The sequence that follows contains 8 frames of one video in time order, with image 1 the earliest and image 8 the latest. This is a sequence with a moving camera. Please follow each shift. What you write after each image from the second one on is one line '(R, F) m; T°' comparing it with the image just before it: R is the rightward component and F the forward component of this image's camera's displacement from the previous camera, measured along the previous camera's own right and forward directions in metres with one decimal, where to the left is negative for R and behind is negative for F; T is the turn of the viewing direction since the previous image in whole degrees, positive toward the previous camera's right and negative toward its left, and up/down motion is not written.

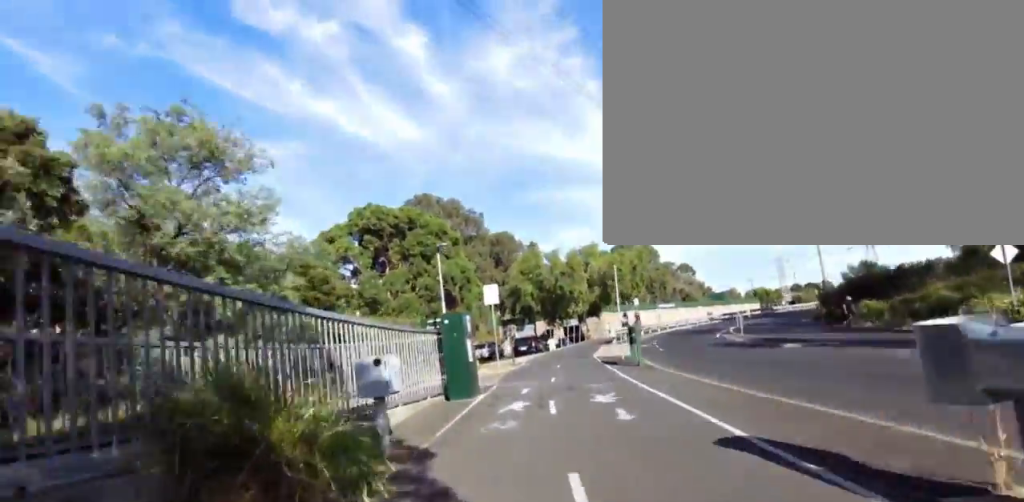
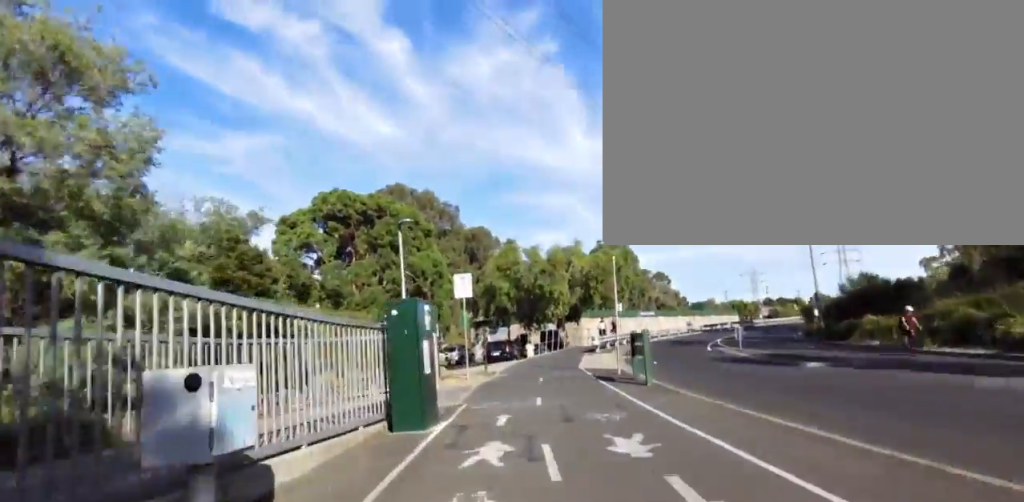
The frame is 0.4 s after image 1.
(-0.2, +3.5) m; -2°
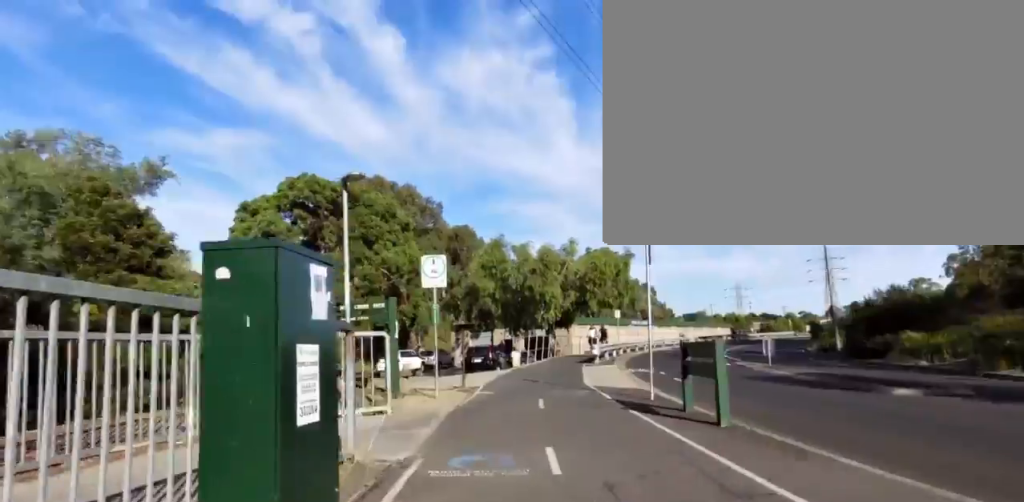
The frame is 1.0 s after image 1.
(0.0, +4.8) m; +6°
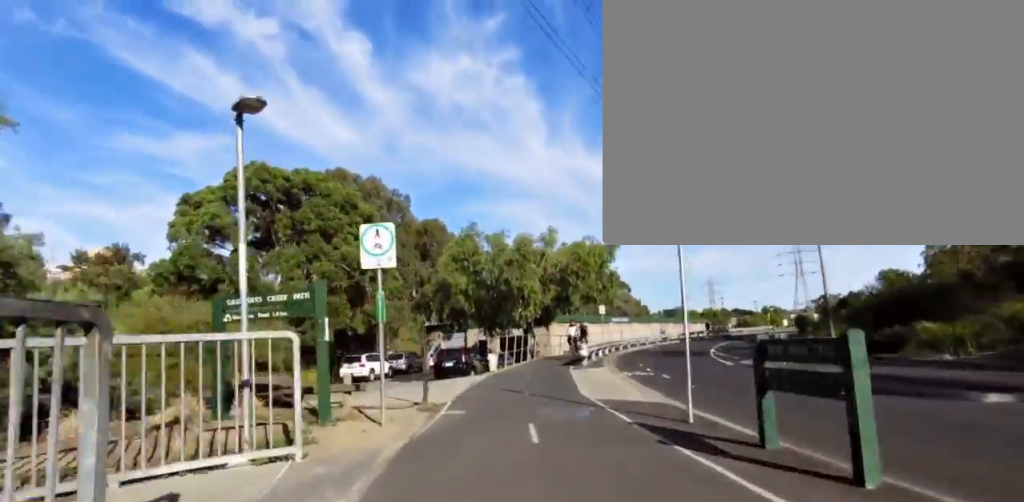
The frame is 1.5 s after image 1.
(-0.4, +3.4) m; +8°
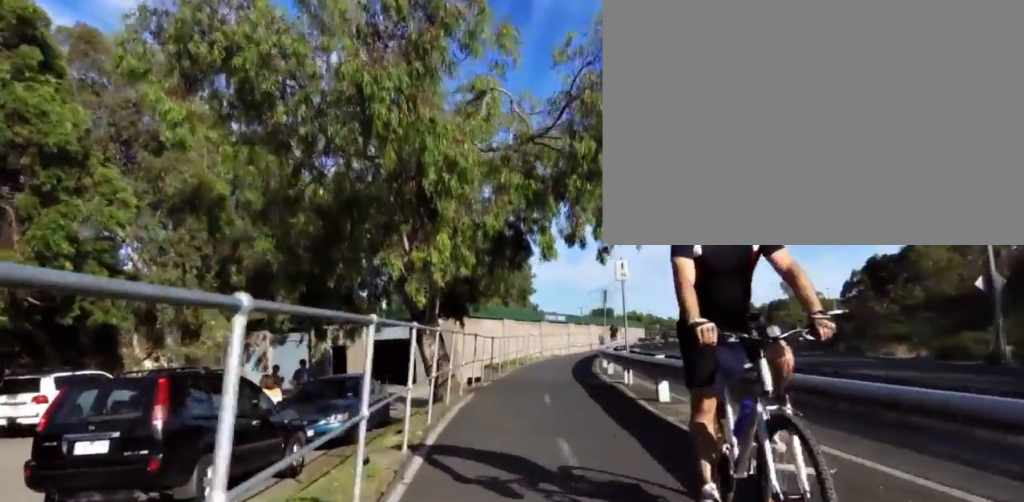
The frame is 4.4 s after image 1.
(+1.1, +21.3) m; -3°
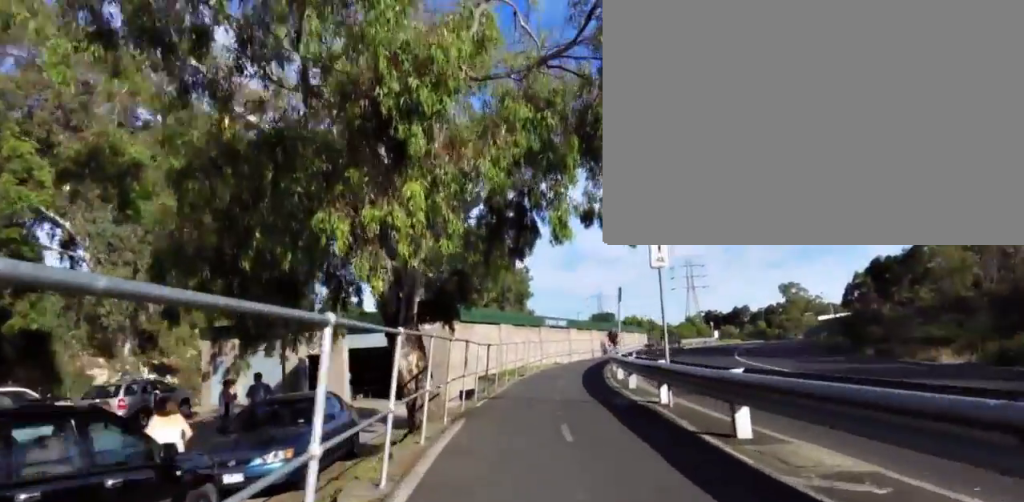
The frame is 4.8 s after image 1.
(0.0, +3.3) m; +4°
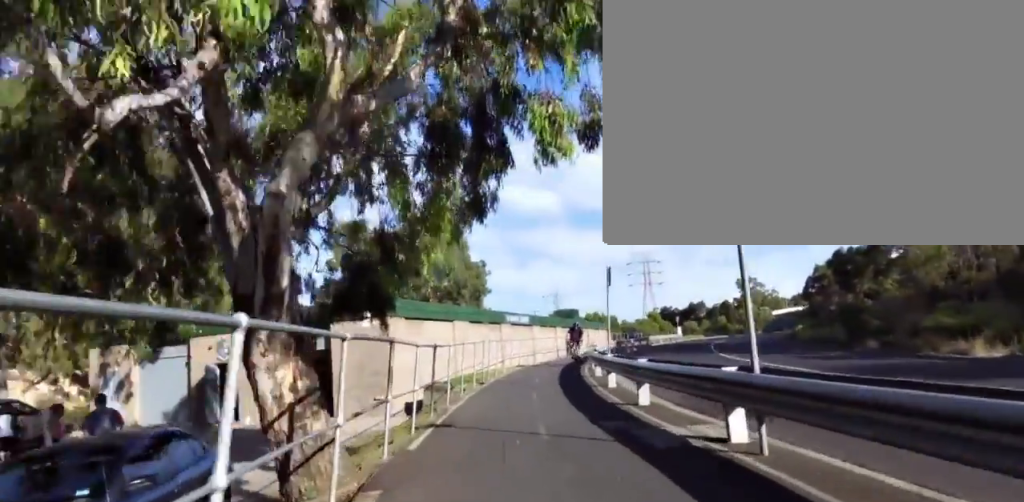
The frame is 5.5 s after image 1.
(+0.2, +4.2) m; +10°
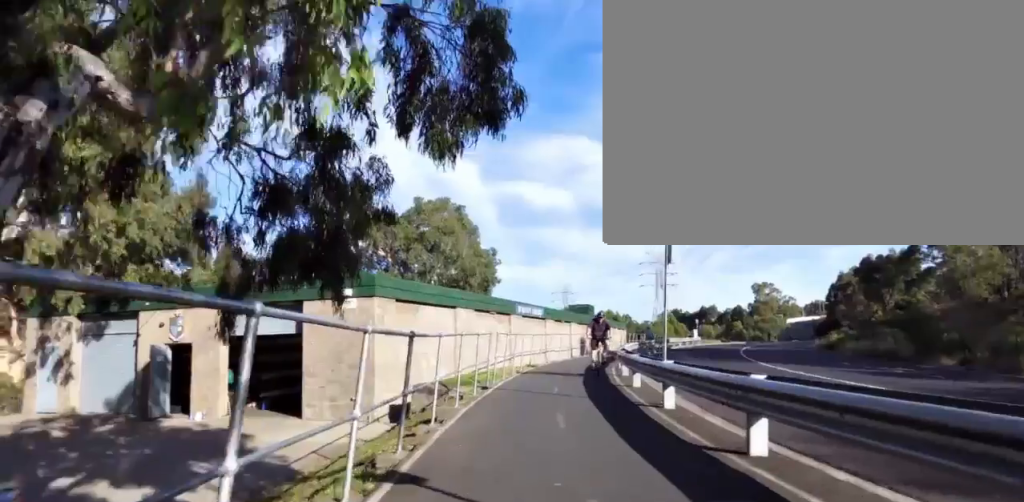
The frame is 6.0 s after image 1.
(+0.4, +3.9) m; +3°
